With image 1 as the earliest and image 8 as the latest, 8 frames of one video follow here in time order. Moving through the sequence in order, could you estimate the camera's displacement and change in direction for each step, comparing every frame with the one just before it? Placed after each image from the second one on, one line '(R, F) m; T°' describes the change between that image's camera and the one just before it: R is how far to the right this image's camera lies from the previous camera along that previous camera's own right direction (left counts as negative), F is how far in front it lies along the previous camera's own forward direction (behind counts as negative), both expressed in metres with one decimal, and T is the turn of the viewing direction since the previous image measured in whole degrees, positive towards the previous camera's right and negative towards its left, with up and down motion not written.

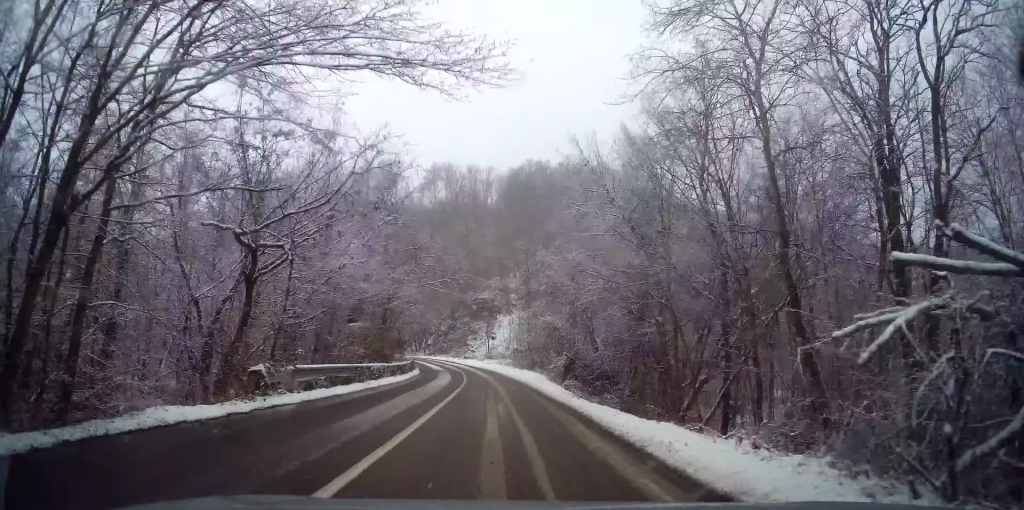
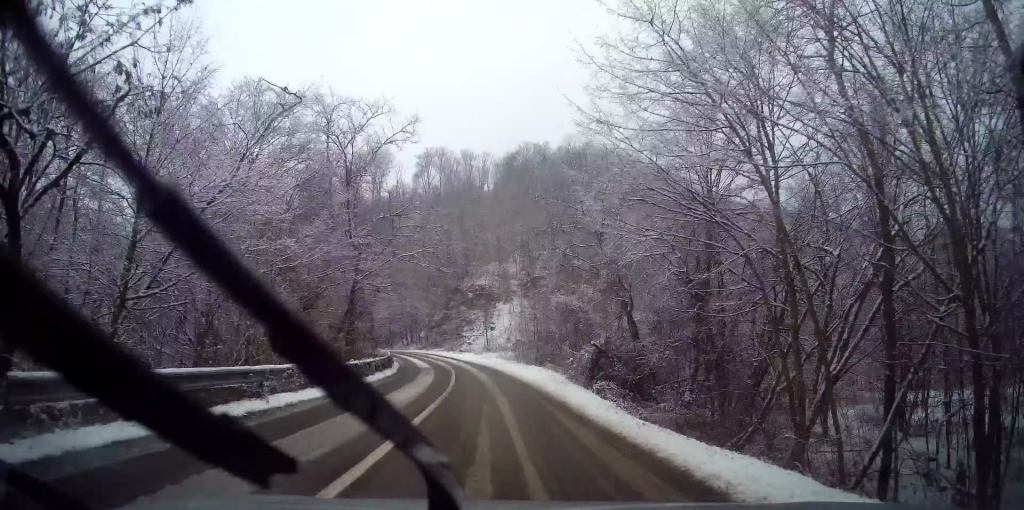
(0.0, +8.4) m; -1°
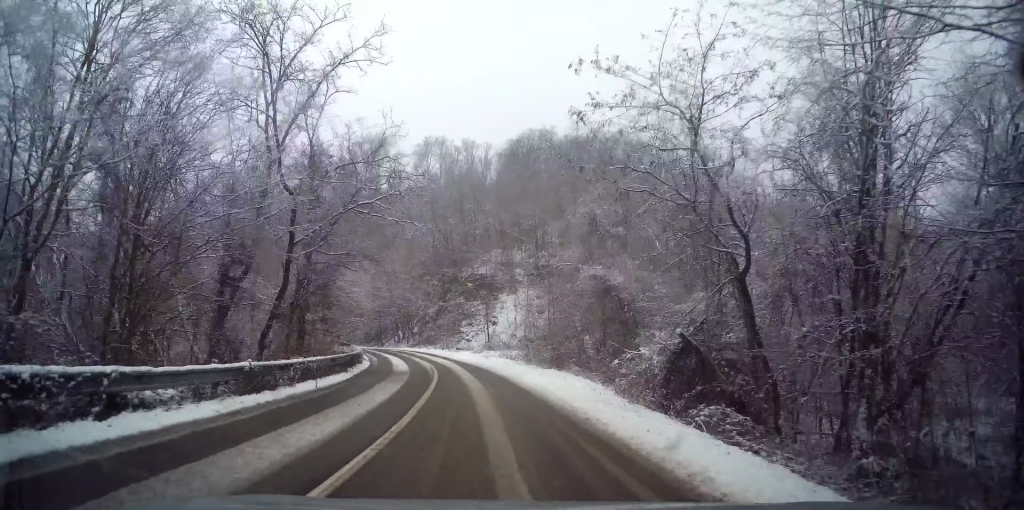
(-0.1, +9.5) m; -2°
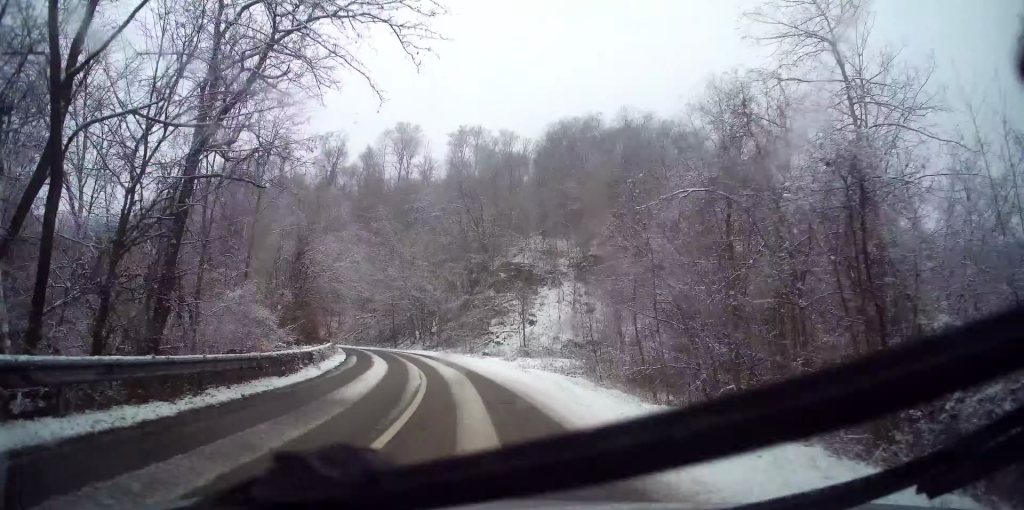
(-0.4, +12.3) m; -4°
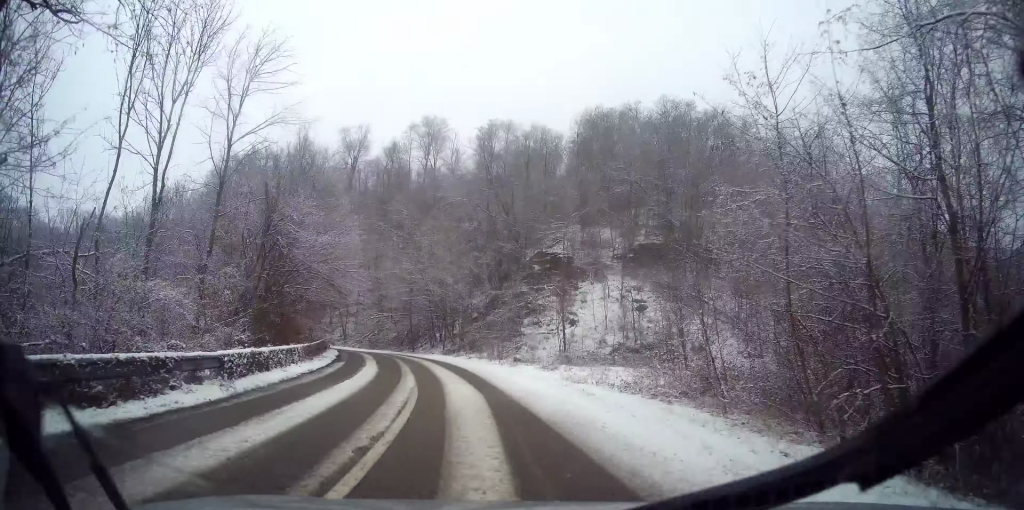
(-0.1, +8.0) m; -4°
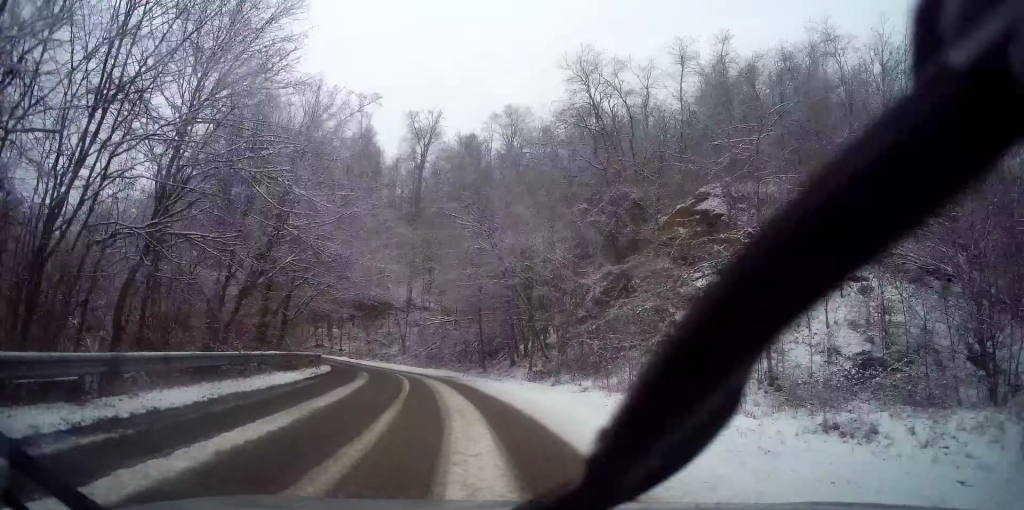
(-1.9, +19.2) m; -10°
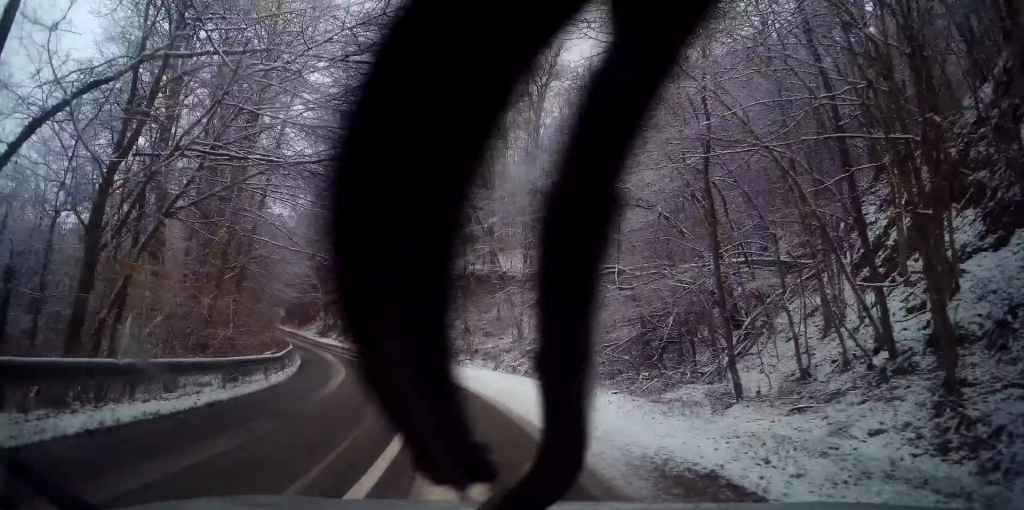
(-2.5, +25.6) m; -14°
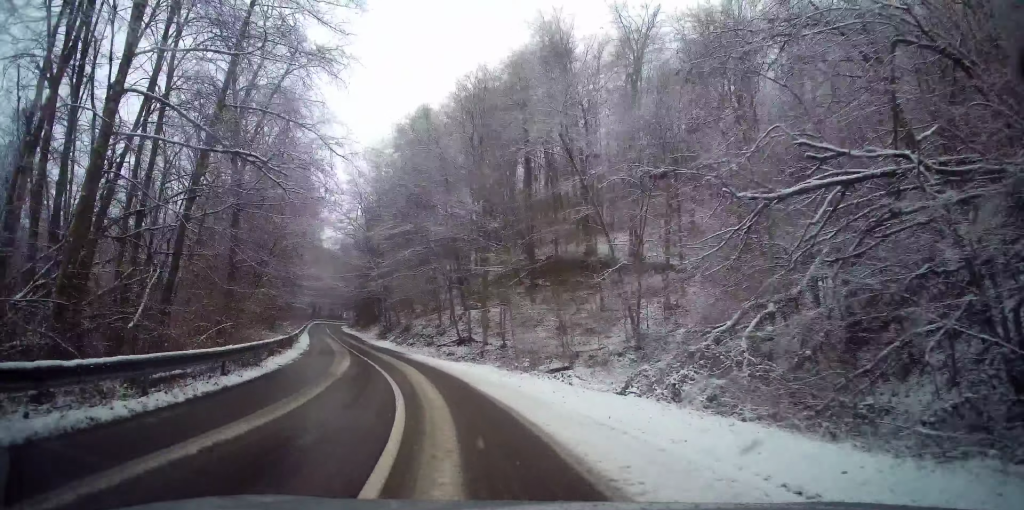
(-1.0, +12.9) m; -8°
